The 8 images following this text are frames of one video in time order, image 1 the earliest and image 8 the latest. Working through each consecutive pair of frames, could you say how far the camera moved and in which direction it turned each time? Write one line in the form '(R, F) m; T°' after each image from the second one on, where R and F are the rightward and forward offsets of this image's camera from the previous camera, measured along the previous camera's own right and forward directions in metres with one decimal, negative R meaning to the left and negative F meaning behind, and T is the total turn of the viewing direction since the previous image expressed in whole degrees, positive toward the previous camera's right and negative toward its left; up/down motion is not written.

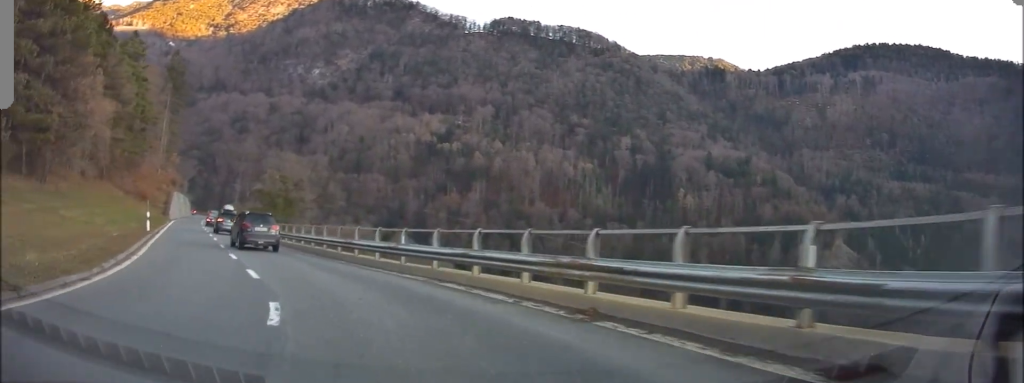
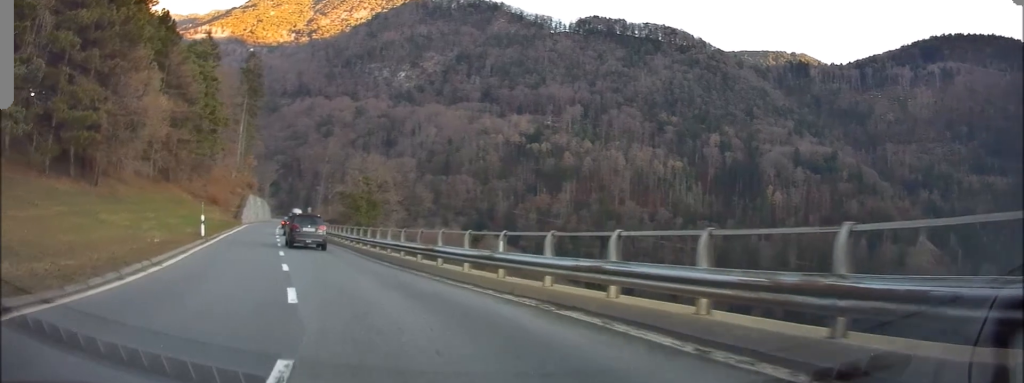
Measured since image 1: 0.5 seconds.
(-0.3, +3.8) m; -6°
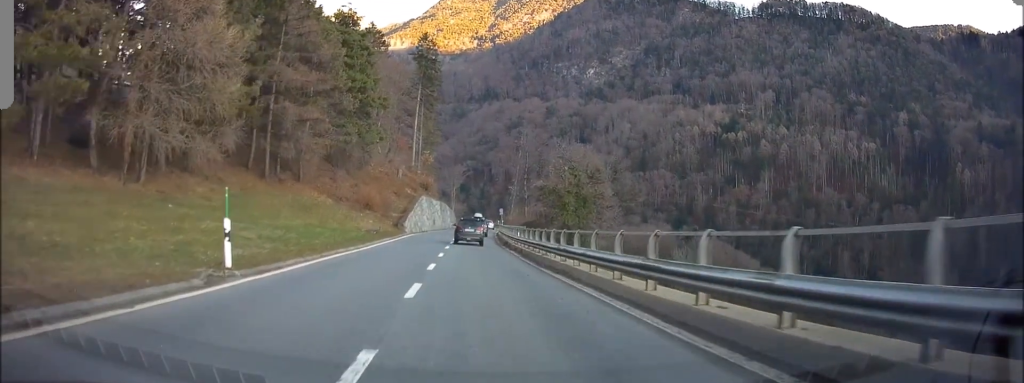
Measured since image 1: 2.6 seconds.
(-1.5, +18.9) m; -5°
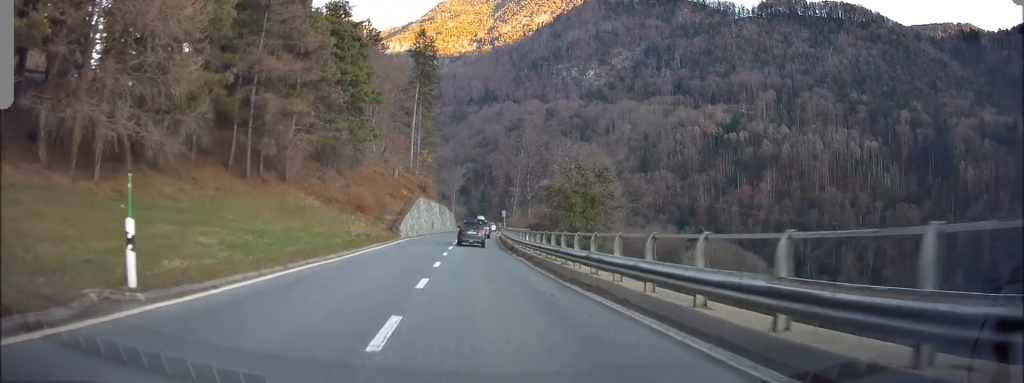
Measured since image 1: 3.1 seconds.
(-0.1, +4.4) m; -1°
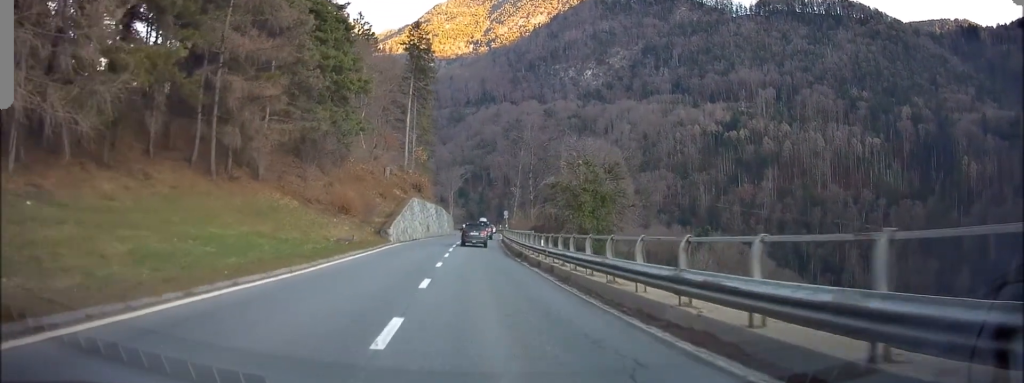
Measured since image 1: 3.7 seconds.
(-0.1, +5.7) m; -1°
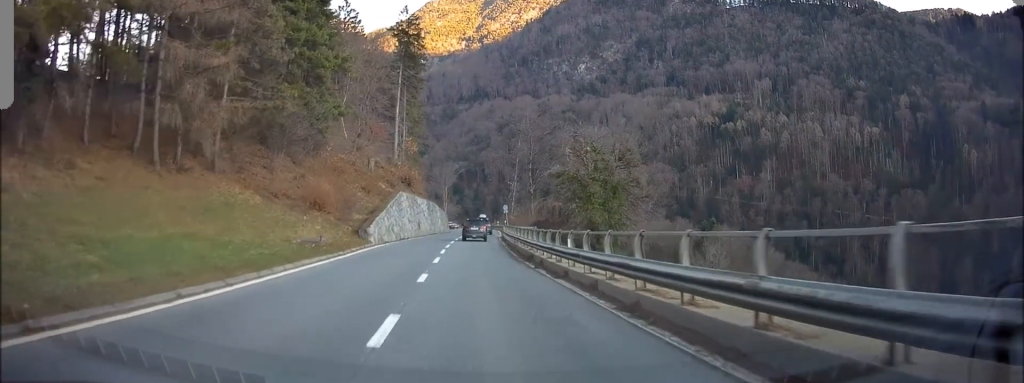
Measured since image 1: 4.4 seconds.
(0.0, +6.8) m; 0°
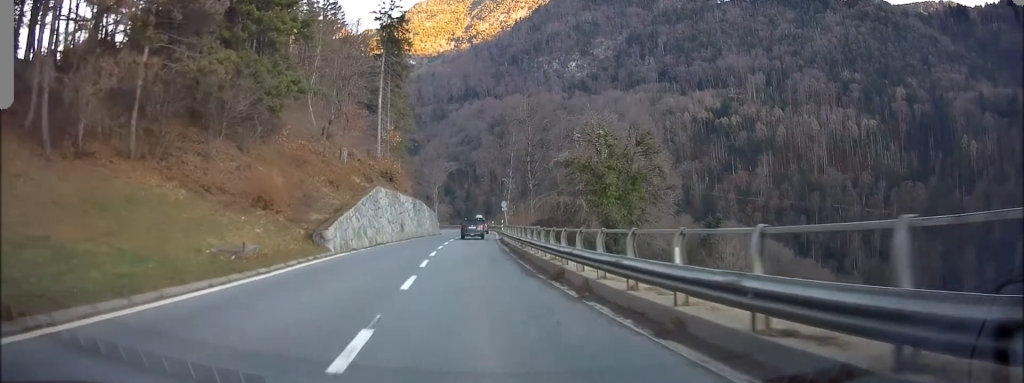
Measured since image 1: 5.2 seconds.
(0.0, +8.6) m; +2°
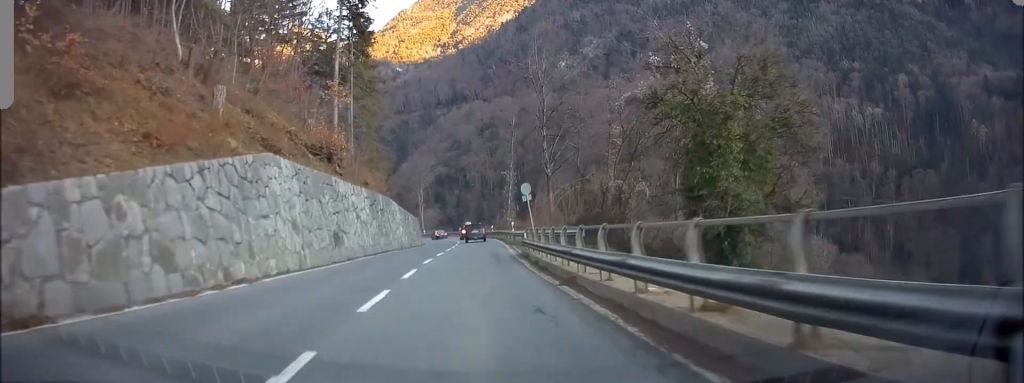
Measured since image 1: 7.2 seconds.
(-0.5, +20.8) m; -2°
